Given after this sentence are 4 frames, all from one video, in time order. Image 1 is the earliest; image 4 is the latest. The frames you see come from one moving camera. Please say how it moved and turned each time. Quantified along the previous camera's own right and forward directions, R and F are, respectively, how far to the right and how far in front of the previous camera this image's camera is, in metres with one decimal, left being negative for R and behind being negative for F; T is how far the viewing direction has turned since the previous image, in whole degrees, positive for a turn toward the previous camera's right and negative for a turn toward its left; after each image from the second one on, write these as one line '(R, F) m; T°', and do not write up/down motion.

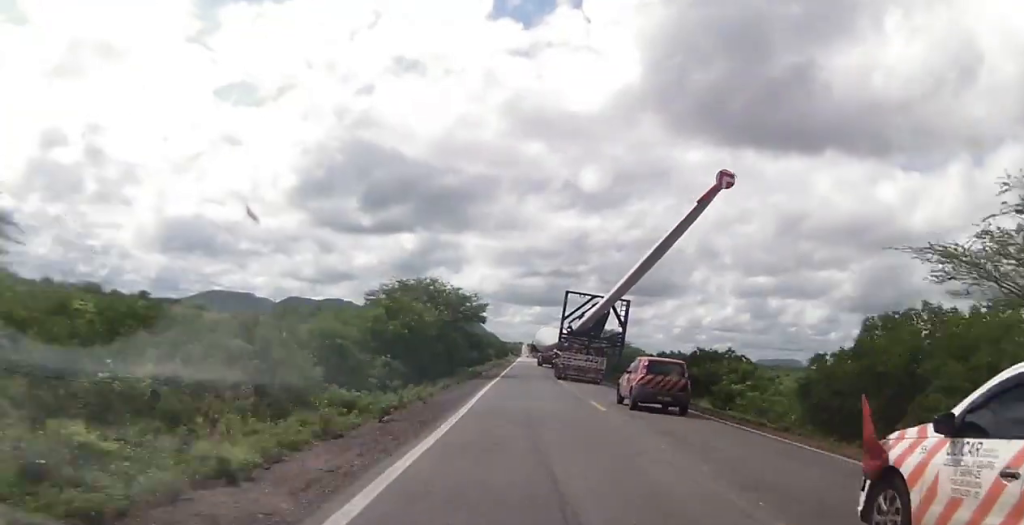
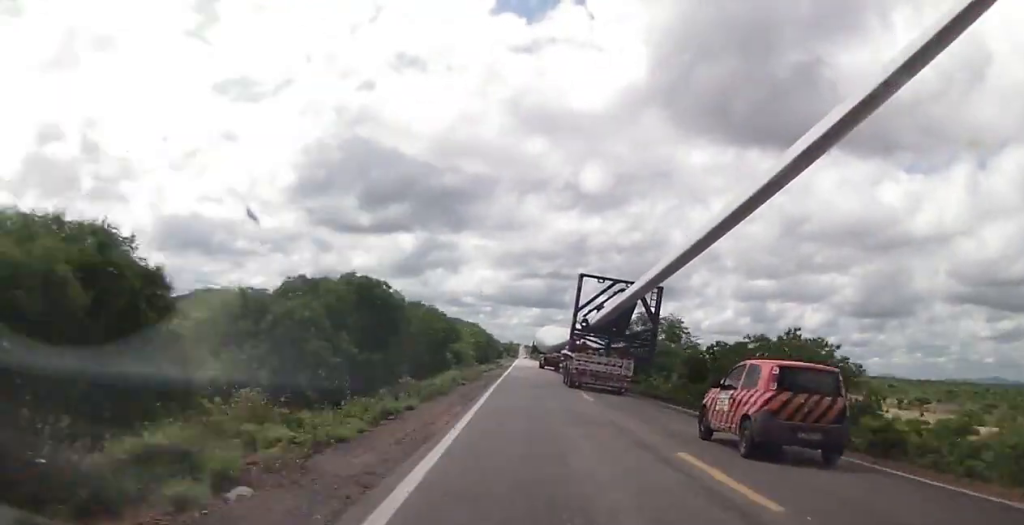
(-0.1, +42.8) m; 0°
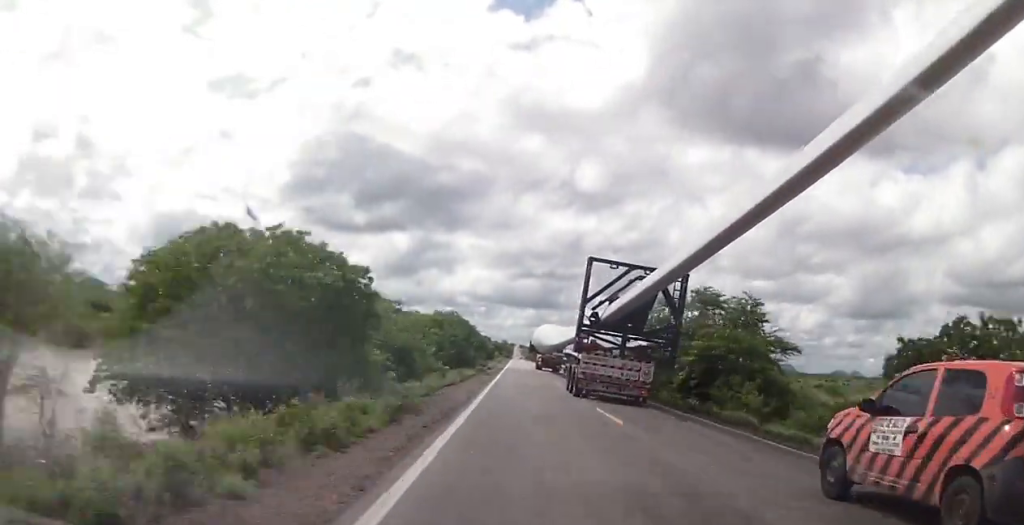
(-0.3, +22.5) m; 0°
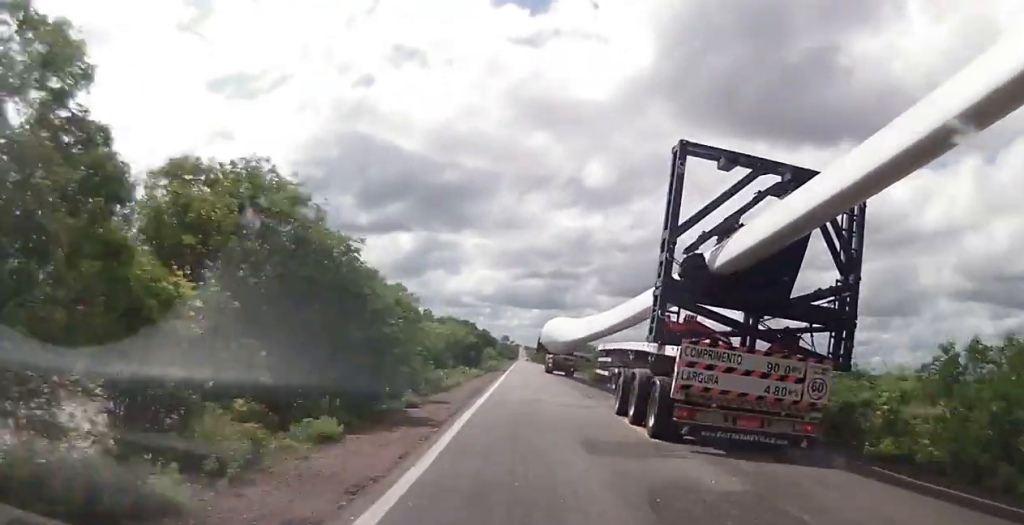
(+0.4, +51.9) m; +1°
